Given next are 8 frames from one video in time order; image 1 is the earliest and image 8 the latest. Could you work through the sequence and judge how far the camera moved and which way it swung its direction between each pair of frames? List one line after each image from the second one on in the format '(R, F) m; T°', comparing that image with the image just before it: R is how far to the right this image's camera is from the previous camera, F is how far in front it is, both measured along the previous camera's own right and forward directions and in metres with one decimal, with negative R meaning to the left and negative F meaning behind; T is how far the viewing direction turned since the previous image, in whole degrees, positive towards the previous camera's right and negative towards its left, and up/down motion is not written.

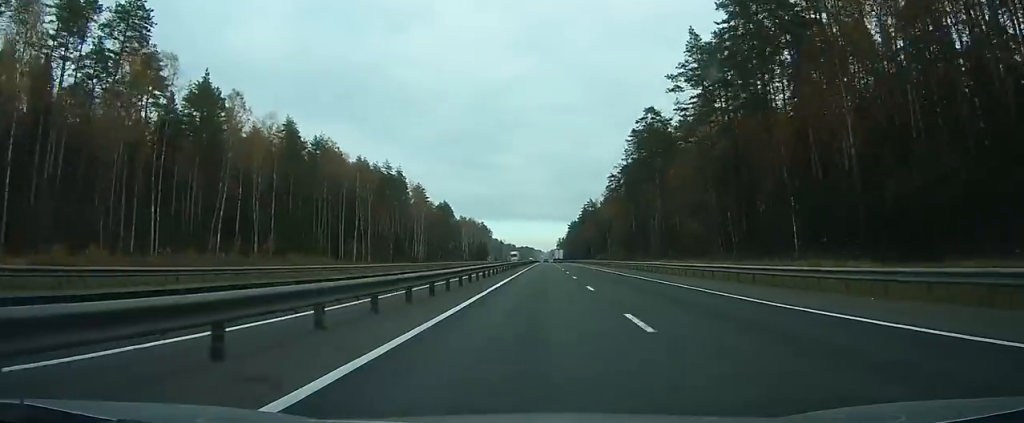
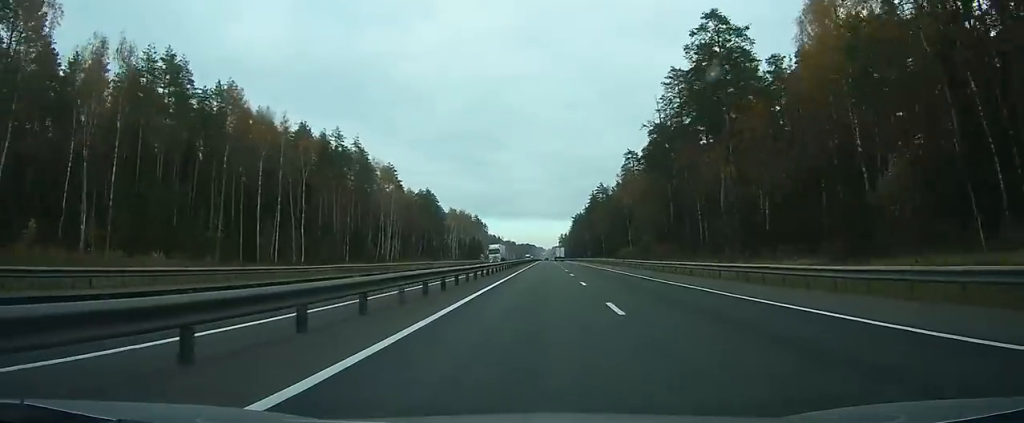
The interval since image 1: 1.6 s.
(0.0, +43.5) m; 0°
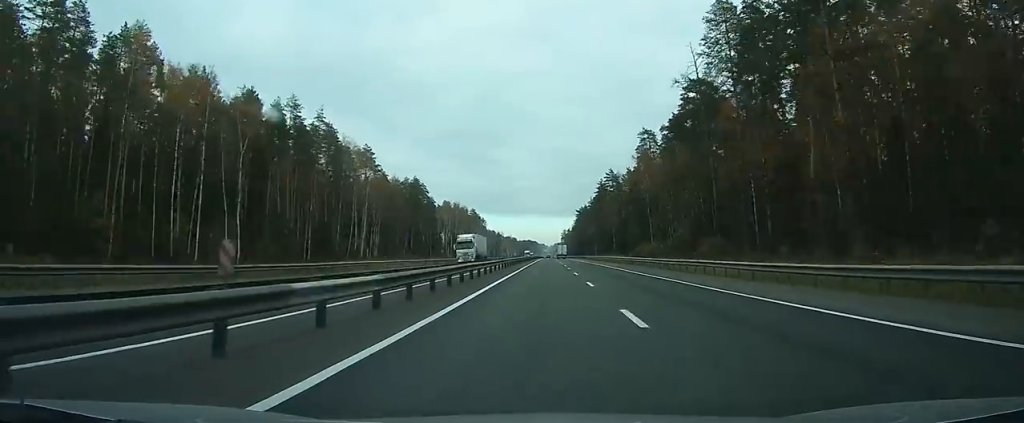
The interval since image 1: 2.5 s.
(0.0, +25.4) m; 0°
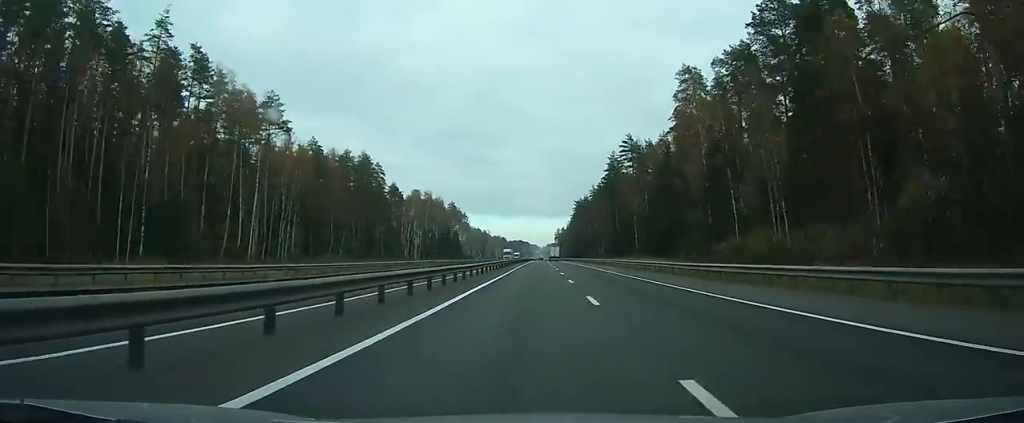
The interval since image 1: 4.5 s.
(0.0, +53.8) m; 0°
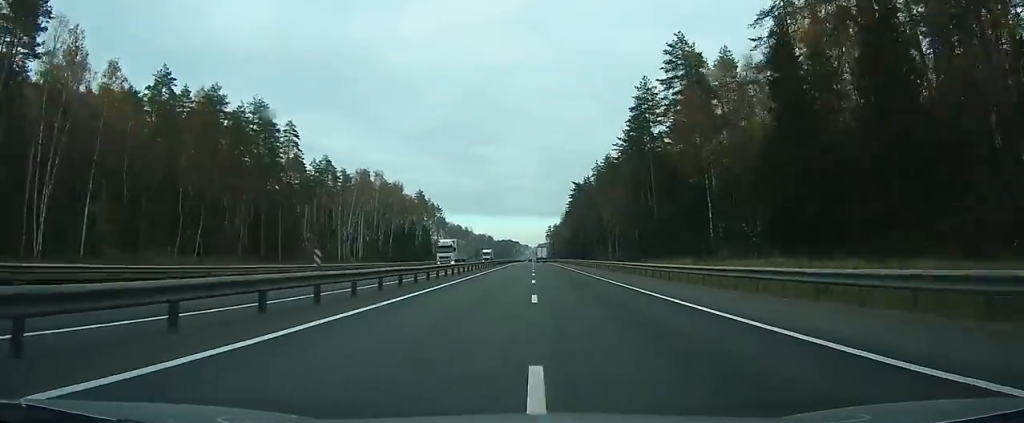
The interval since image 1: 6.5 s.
(+0.2, +61.3) m; 0°
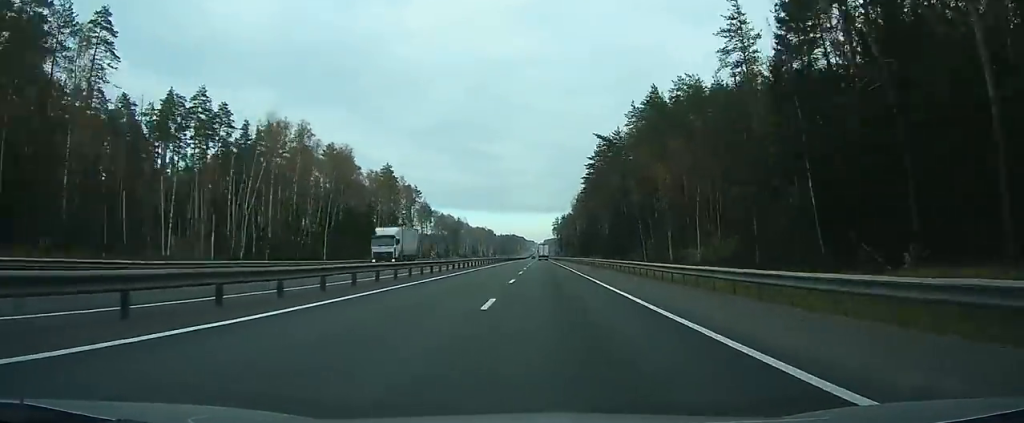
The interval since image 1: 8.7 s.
(-0.2, +63.9) m; 0°
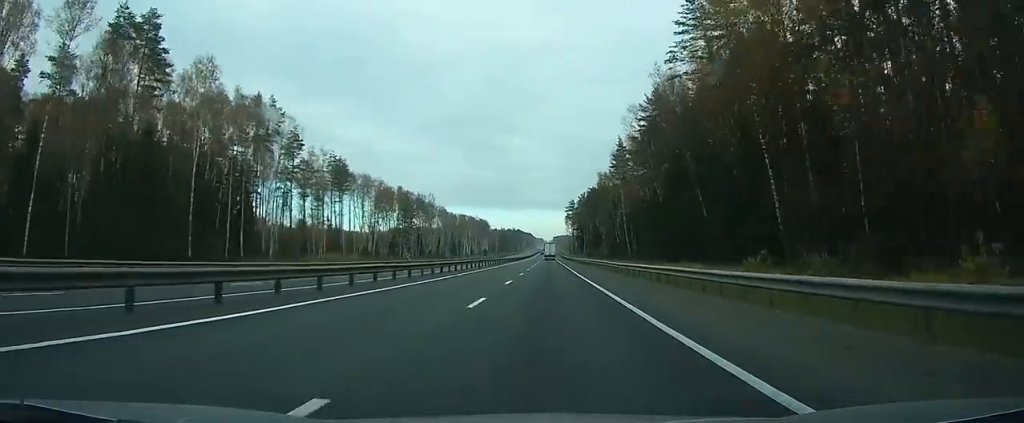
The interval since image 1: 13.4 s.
(-0.6, +127.8) m; 0°
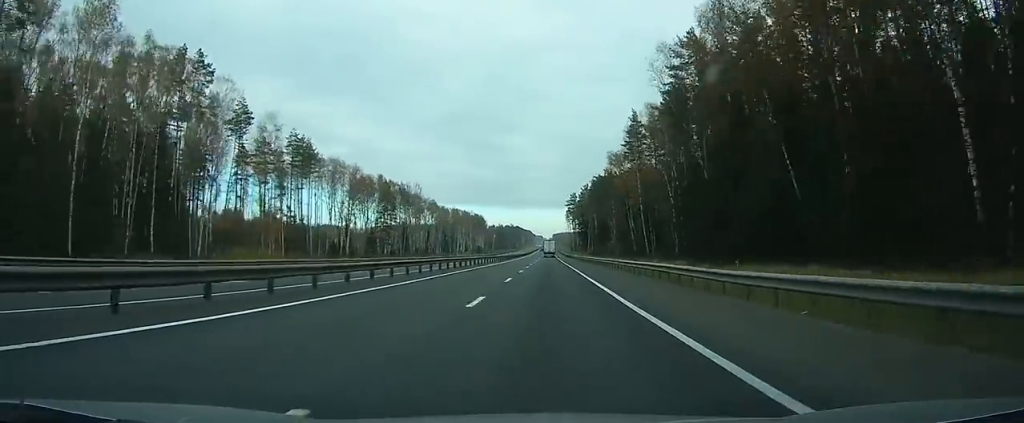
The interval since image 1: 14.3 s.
(0.0, +24.1) m; 0°
